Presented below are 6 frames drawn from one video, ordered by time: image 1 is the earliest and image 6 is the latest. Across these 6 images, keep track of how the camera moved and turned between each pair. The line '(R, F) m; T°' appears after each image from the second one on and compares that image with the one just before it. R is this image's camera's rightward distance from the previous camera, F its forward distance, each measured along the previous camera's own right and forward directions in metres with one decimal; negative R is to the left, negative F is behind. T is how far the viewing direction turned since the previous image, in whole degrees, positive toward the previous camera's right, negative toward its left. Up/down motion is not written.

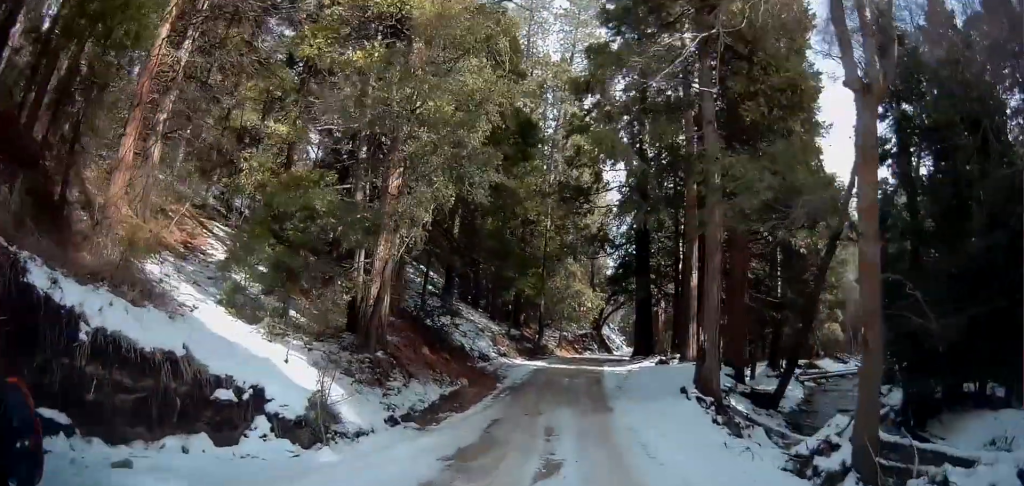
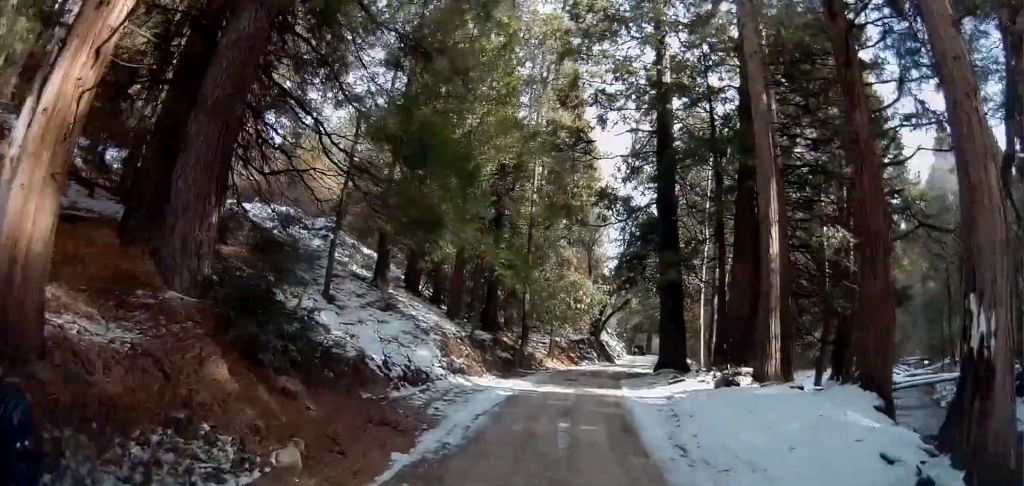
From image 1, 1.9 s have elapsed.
(-0.4, +13.2) m; -4°
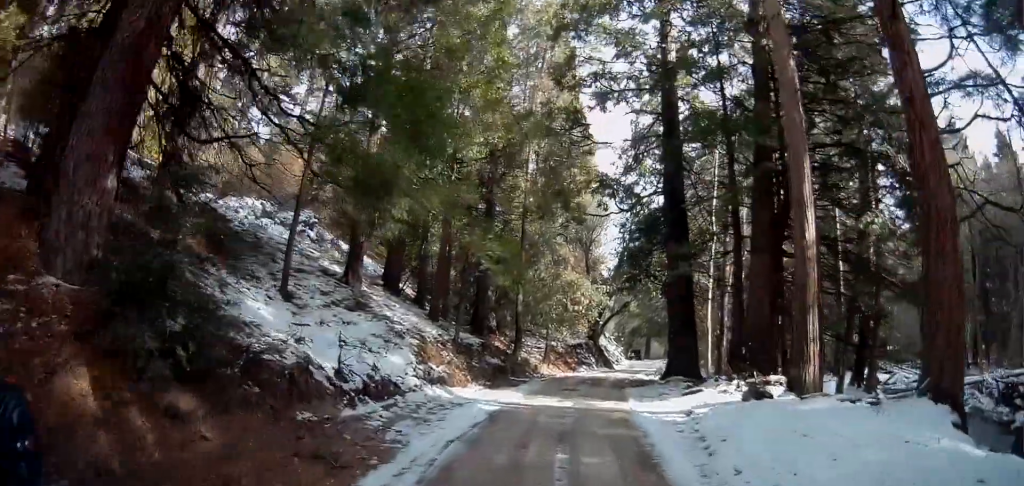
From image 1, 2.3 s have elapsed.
(-0.1, +3.2) m; 0°
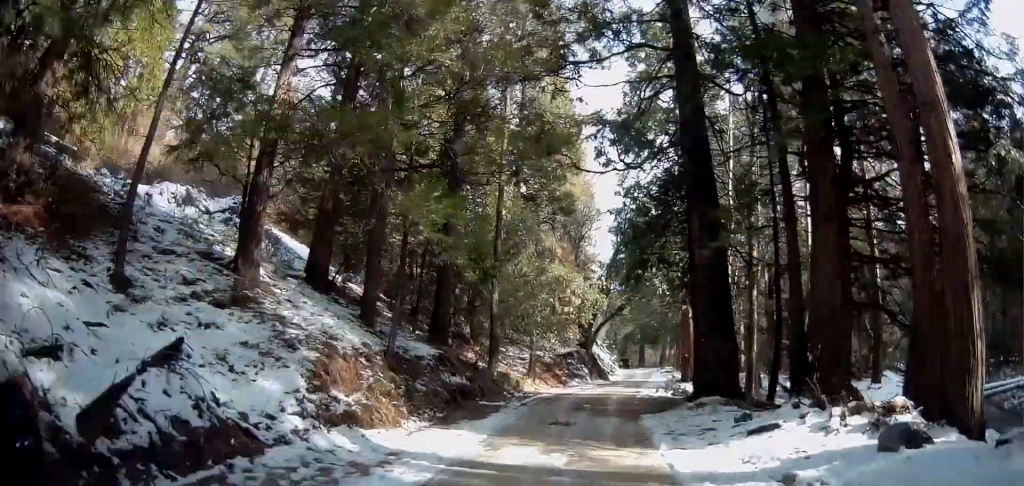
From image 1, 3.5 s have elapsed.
(+0.2, +6.9) m; +3°
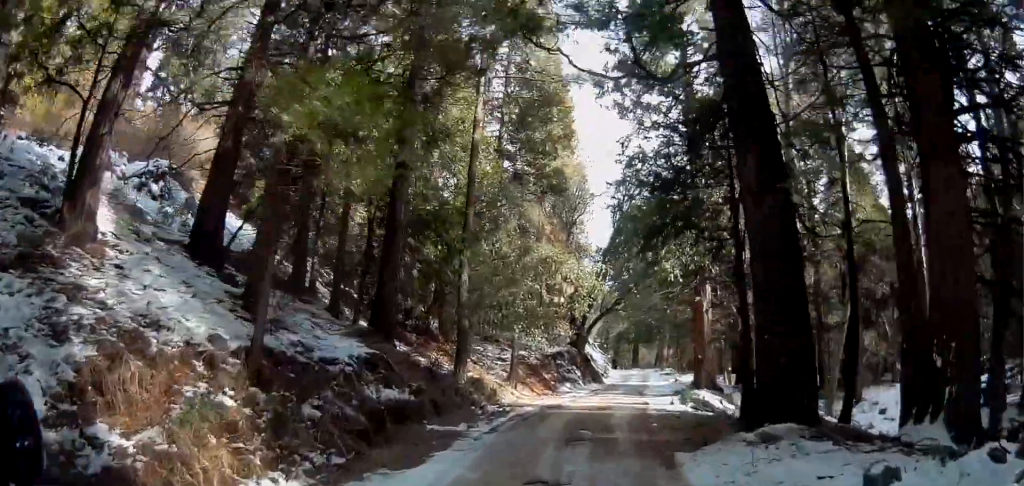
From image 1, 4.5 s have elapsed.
(+0.1, +5.5) m; +1°
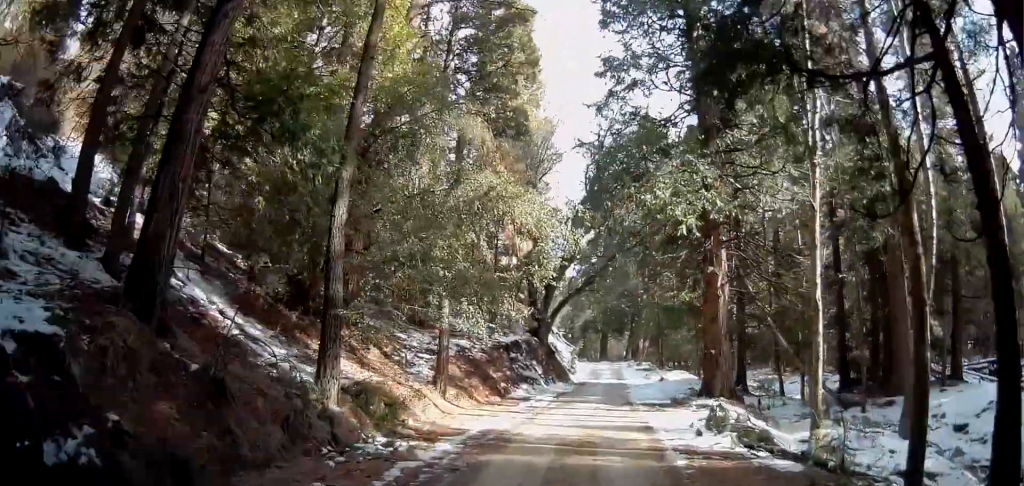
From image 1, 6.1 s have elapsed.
(0.0, +7.4) m; +2°
